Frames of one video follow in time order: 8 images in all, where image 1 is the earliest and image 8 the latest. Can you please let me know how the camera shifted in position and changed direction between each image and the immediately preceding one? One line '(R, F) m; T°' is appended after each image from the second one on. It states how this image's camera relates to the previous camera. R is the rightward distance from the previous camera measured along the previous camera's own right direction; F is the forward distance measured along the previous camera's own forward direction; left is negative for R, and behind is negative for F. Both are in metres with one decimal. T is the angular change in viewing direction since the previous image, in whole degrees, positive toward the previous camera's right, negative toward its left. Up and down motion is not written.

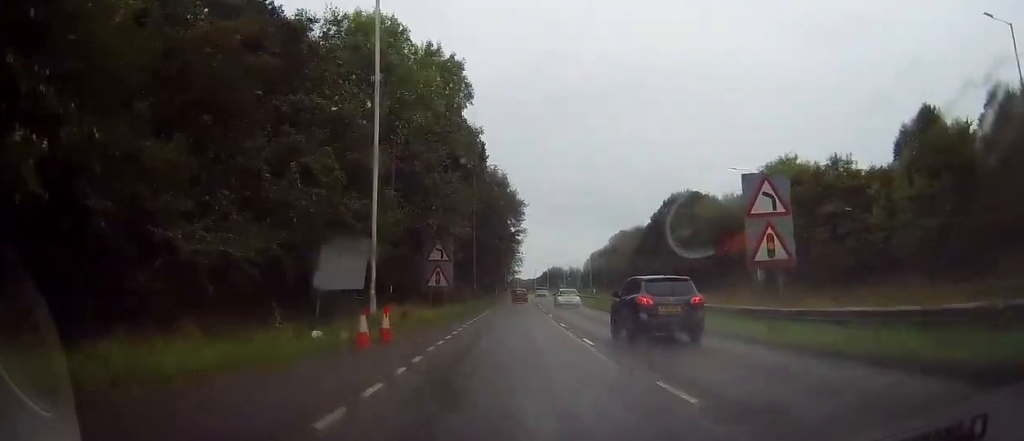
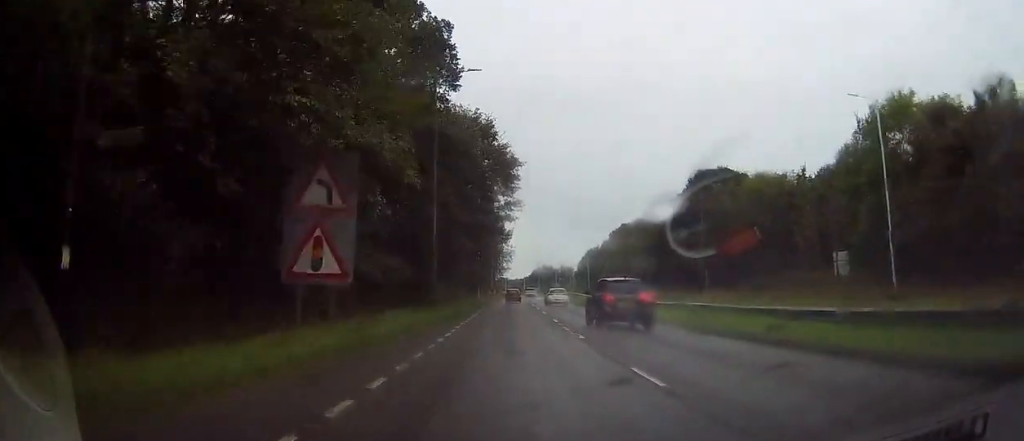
(+0.3, +26.2) m; +2°
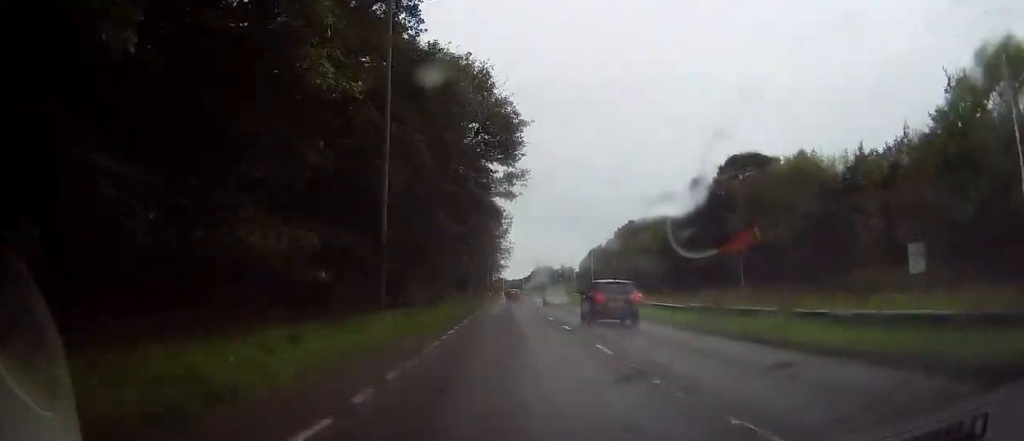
(+0.5, +13.5) m; 0°
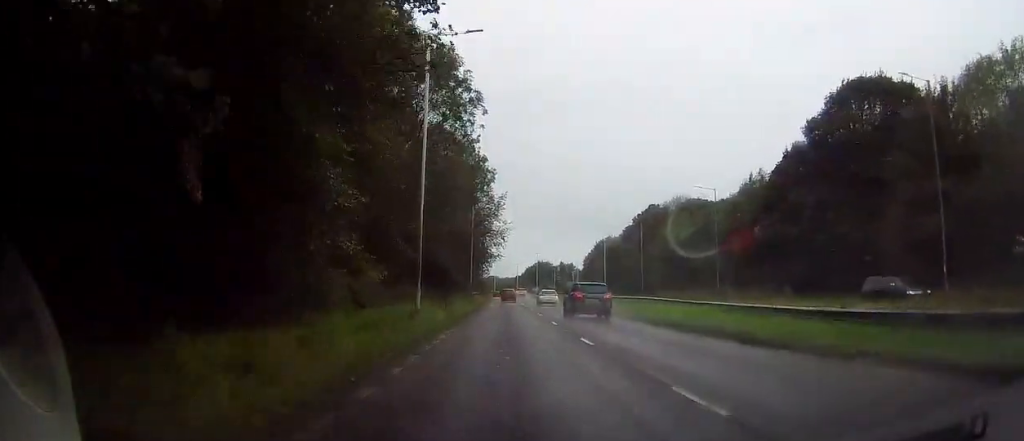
(-1.0, +34.3) m; 0°
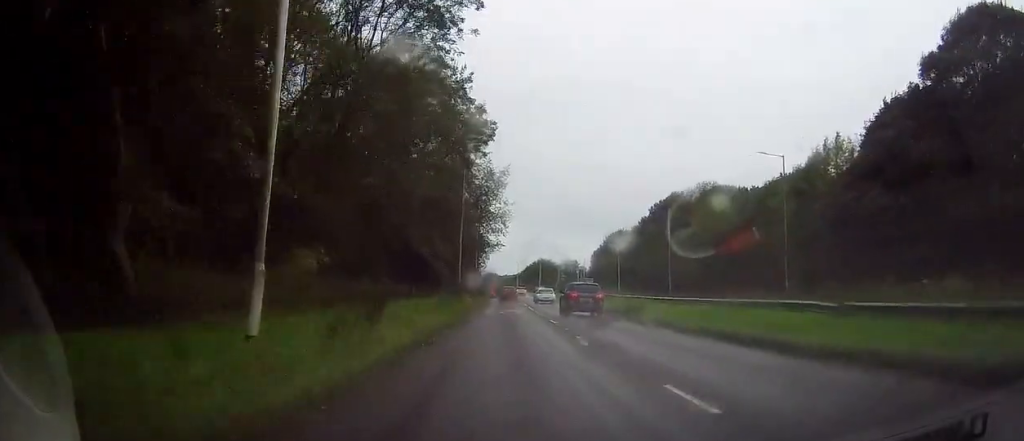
(+0.5, +18.4) m; +2°
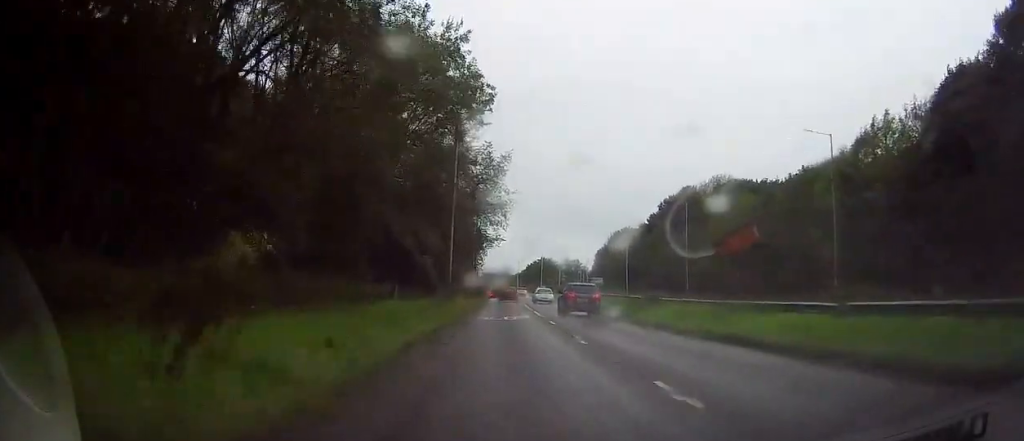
(+0.1, +8.8) m; -1°
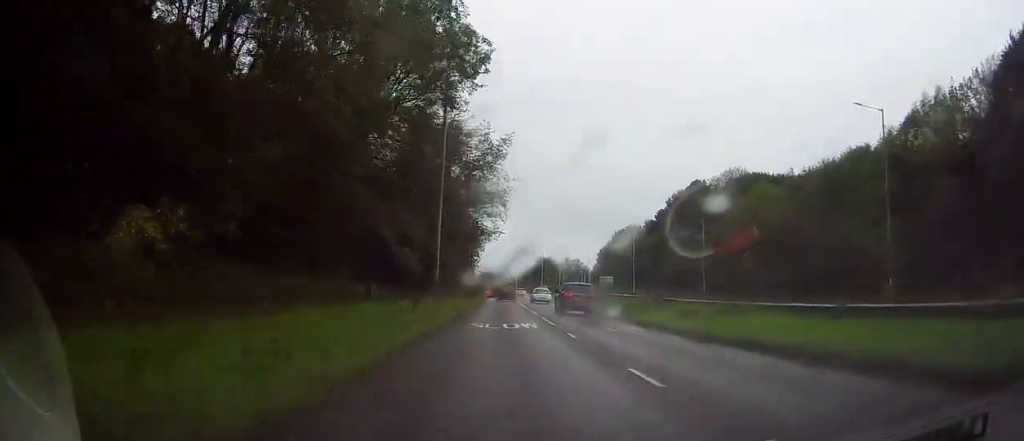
(+0.2, +7.7) m; -1°
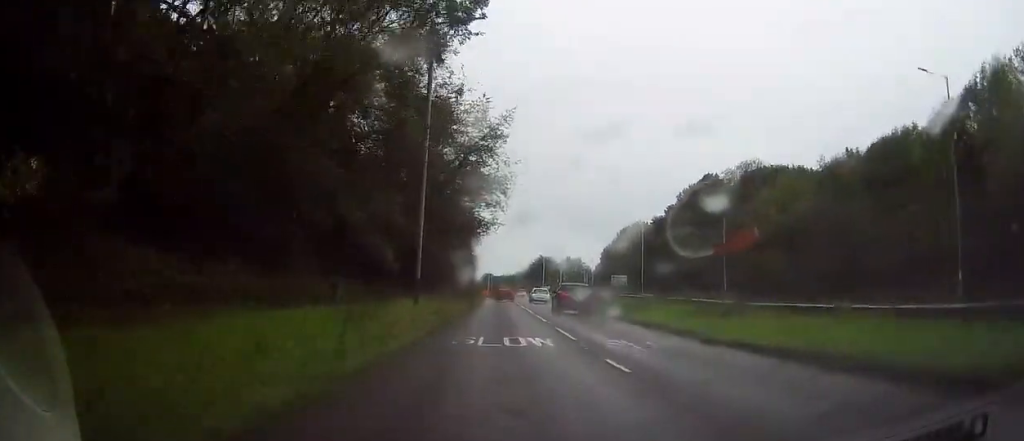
(-0.3, +7.4) m; -1°
